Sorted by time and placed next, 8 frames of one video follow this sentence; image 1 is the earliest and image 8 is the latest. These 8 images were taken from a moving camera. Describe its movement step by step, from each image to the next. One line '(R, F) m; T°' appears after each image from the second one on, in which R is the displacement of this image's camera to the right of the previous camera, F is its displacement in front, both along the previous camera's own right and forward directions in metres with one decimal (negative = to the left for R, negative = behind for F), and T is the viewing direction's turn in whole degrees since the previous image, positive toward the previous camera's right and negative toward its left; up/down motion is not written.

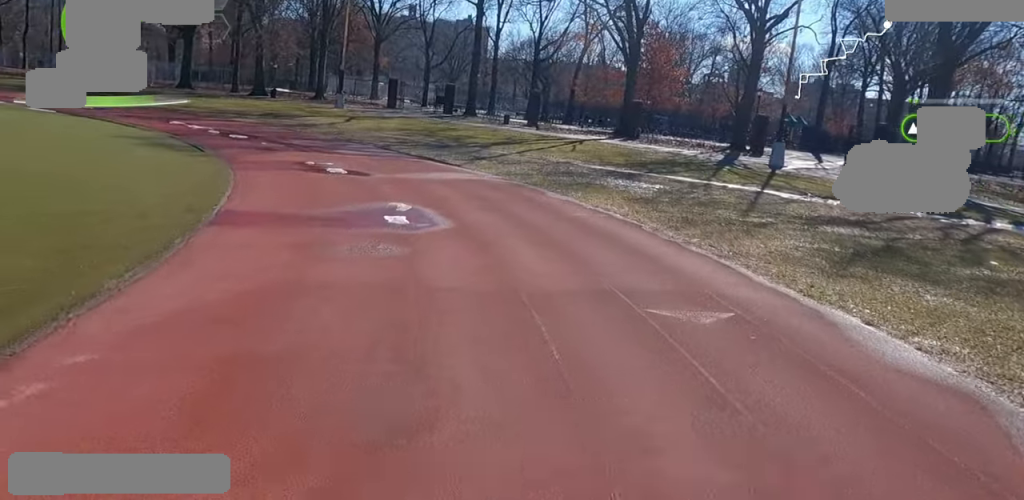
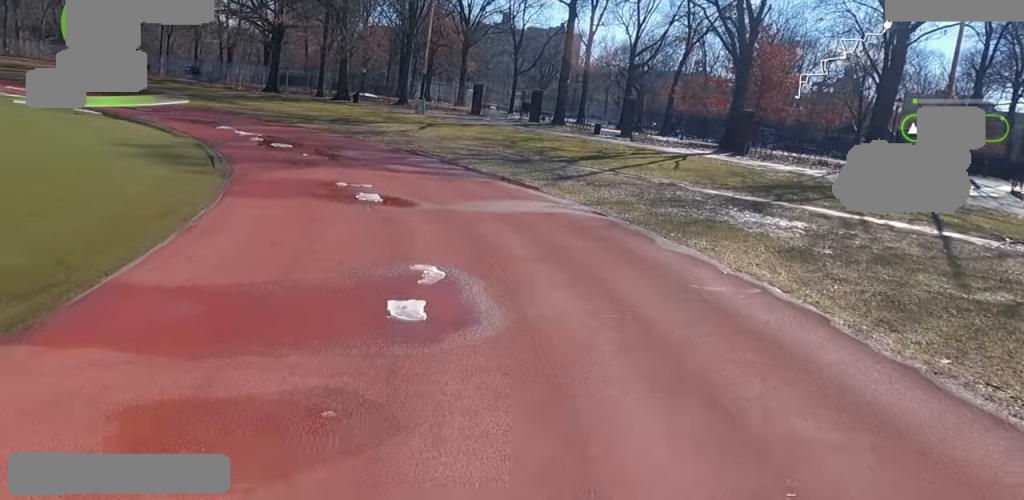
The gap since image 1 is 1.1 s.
(+0.3, +4.6) m; 0°
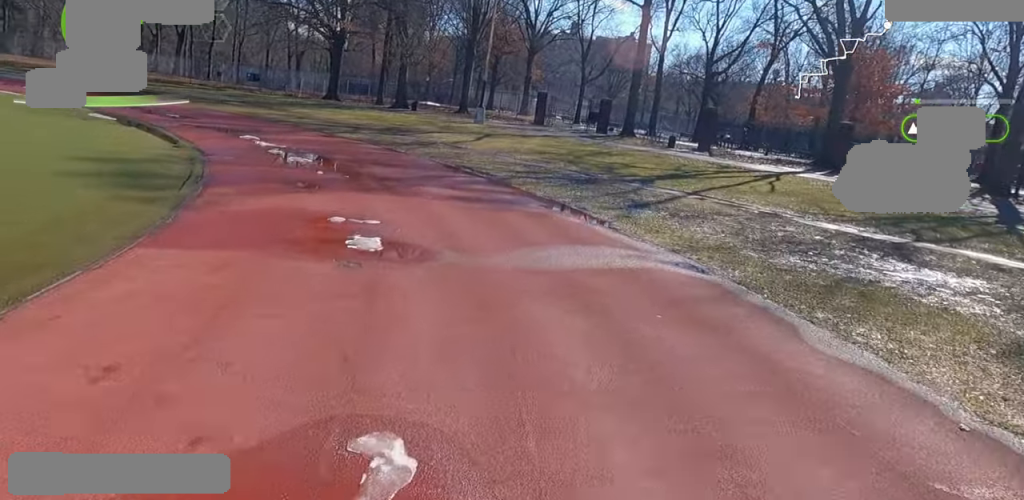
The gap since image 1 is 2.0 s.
(-0.3, +3.7) m; -3°
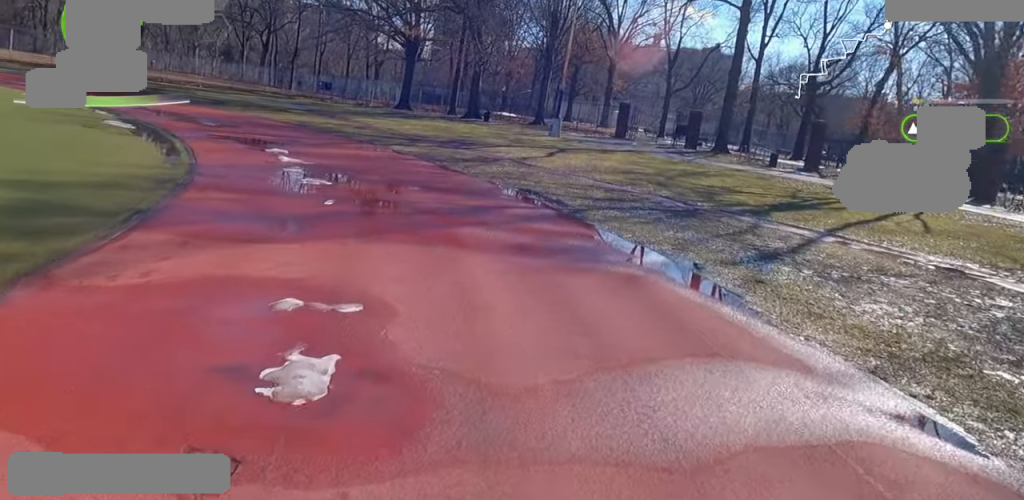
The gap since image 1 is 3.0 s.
(0.0, +3.9) m; -5°
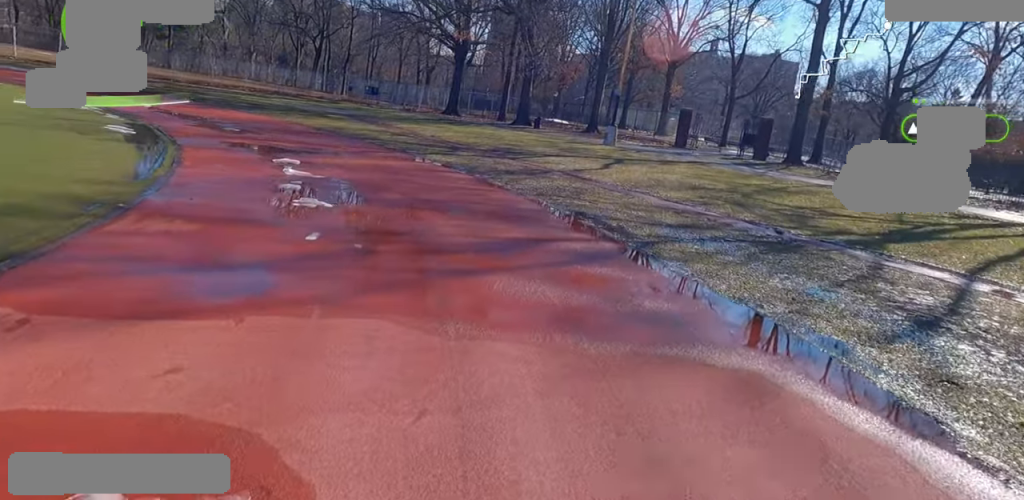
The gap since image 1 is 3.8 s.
(0.0, +2.8) m; -10°
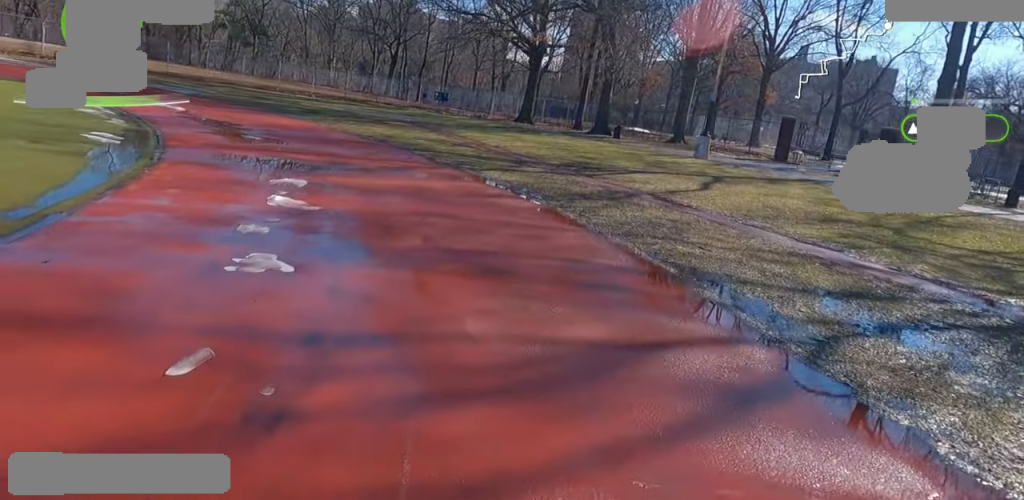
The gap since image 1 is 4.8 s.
(-1.0, +4.0) m; -22°
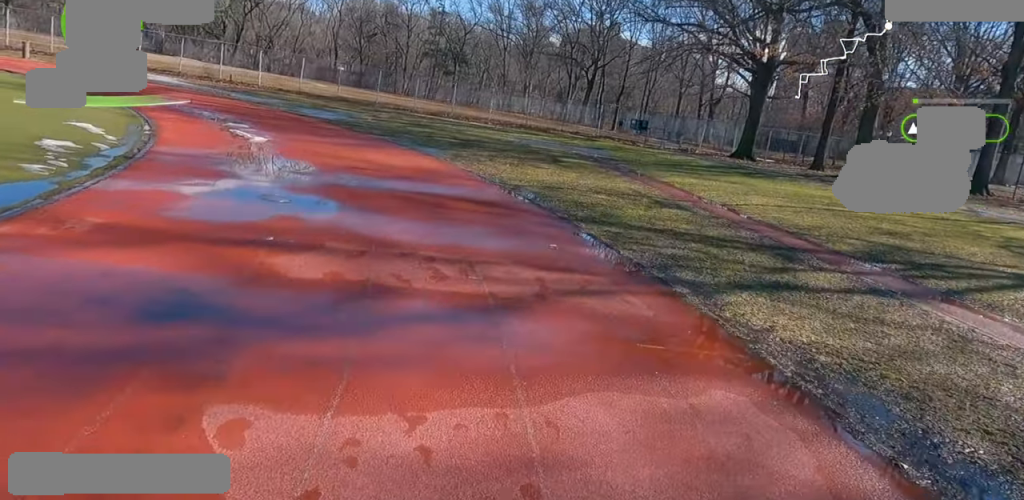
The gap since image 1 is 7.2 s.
(-1.7, +9.8) m; +2°
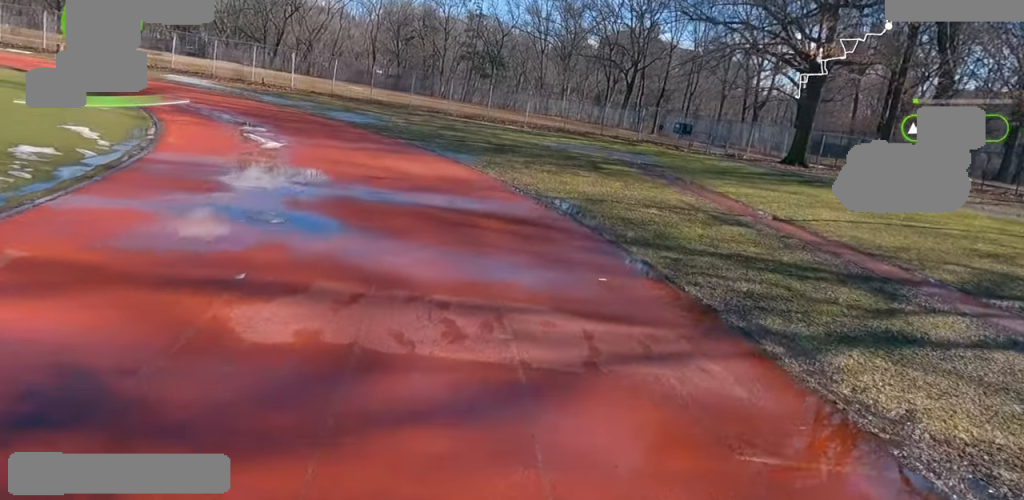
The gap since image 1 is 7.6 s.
(+0.1, +1.9) m; +1°
